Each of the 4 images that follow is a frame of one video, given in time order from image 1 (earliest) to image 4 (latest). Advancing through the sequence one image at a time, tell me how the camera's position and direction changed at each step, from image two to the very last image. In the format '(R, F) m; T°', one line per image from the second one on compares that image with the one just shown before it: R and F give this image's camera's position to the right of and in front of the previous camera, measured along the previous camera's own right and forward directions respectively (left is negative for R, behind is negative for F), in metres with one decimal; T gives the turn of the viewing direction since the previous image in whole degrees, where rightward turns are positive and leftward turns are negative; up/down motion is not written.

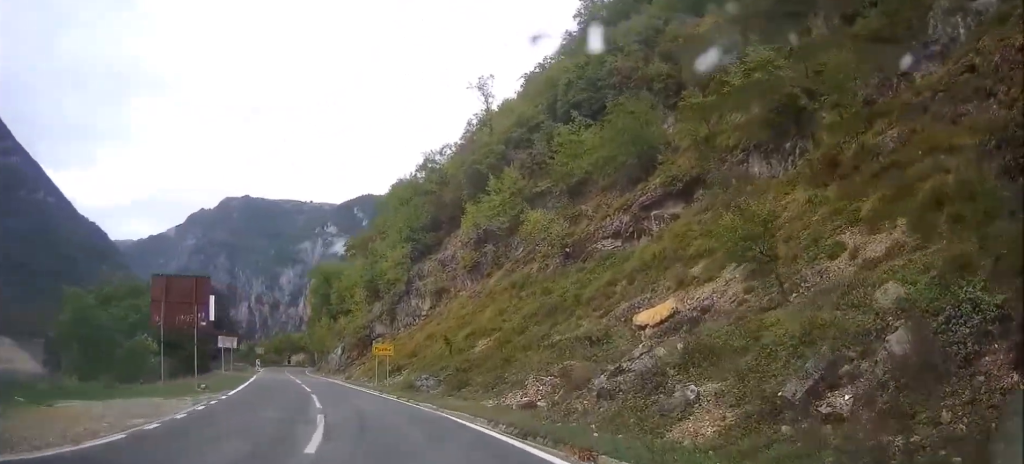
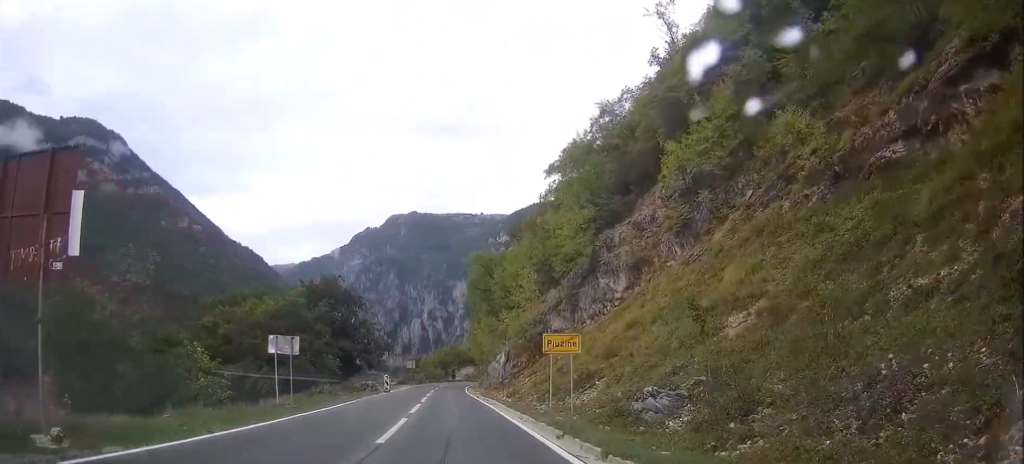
(-1.2, +16.9) m; -15°
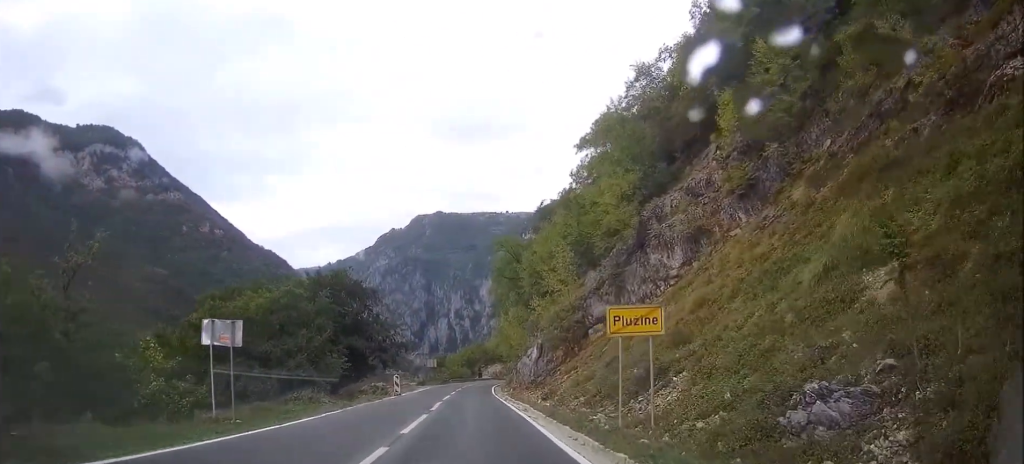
(-0.6, +6.9) m; -10°
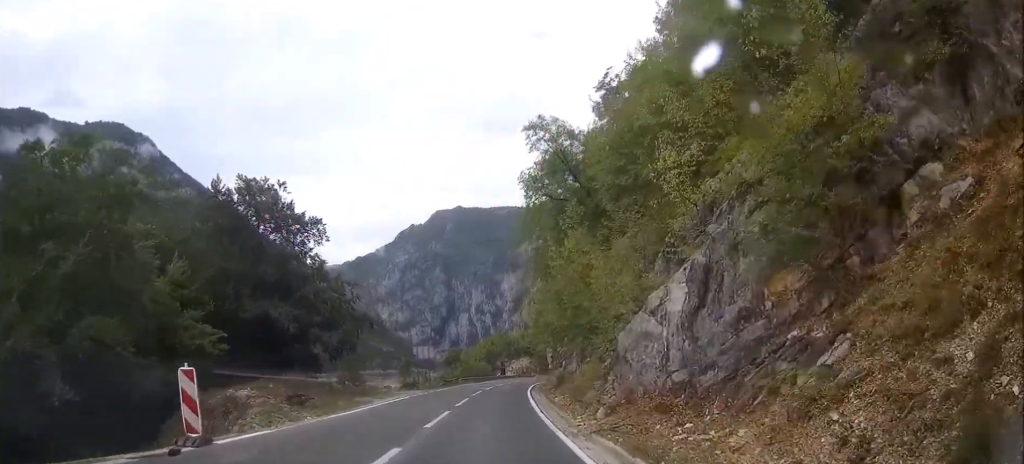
(-2.9, +29.6) m; -5°
